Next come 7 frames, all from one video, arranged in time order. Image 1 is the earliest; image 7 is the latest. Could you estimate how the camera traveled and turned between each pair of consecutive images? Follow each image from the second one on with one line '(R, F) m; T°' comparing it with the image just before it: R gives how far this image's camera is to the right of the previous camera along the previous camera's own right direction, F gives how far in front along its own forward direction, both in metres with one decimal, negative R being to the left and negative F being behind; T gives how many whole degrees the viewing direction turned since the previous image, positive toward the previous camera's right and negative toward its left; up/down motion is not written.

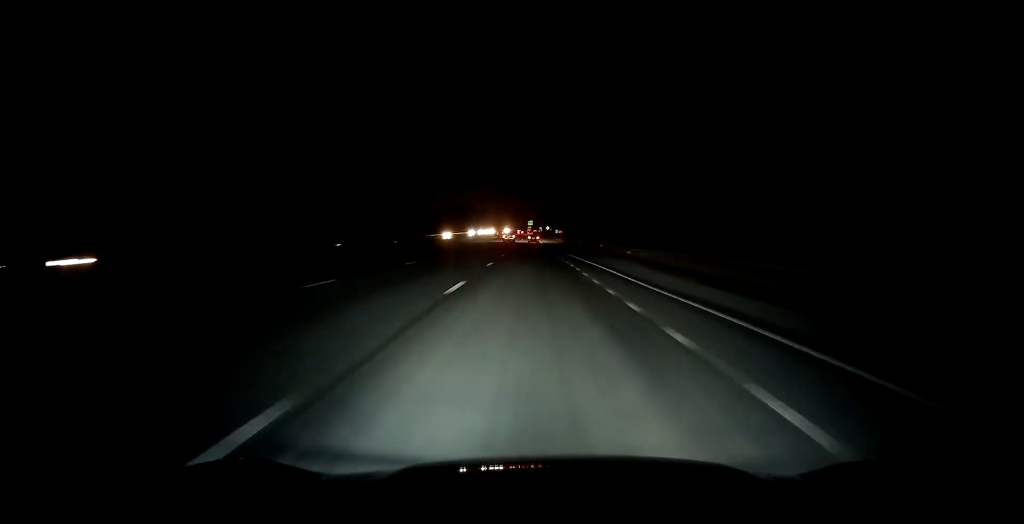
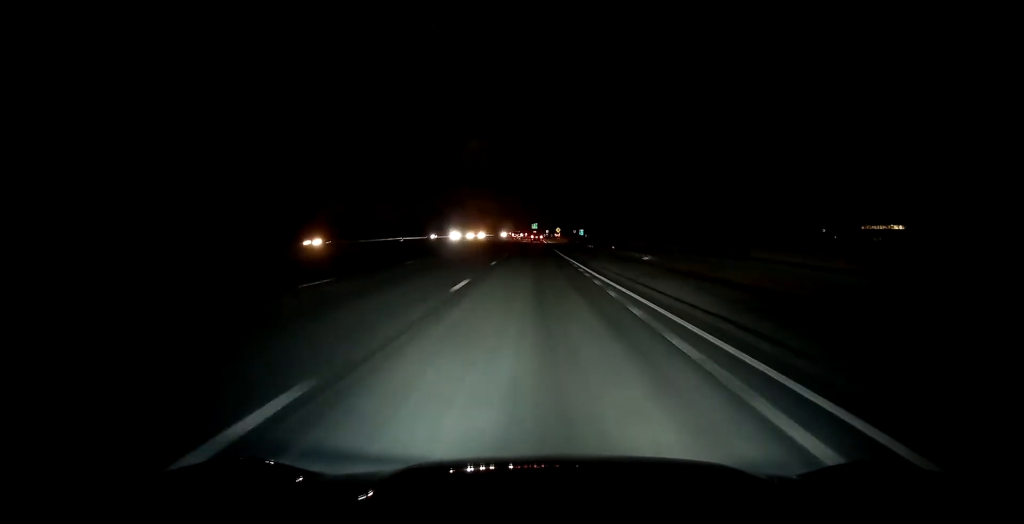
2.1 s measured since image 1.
(+0.3, +72.4) m; 0°
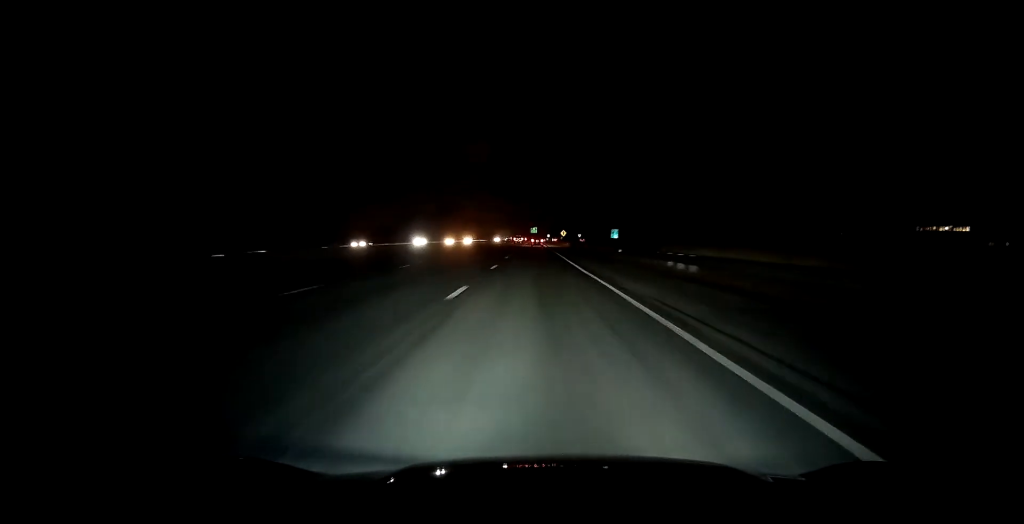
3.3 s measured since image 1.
(-0.2, +38.4) m; 0°
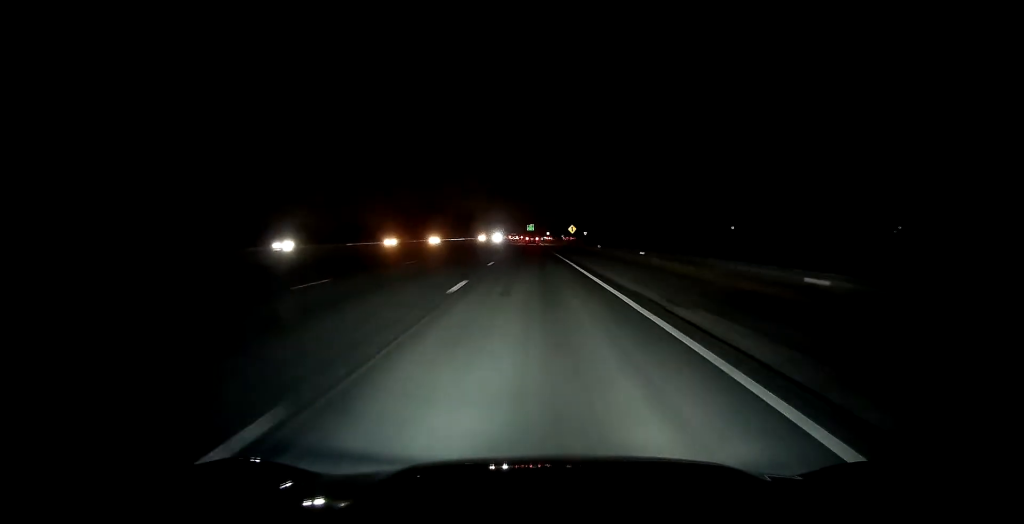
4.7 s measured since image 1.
(+0.4, +48.3) m; 0°
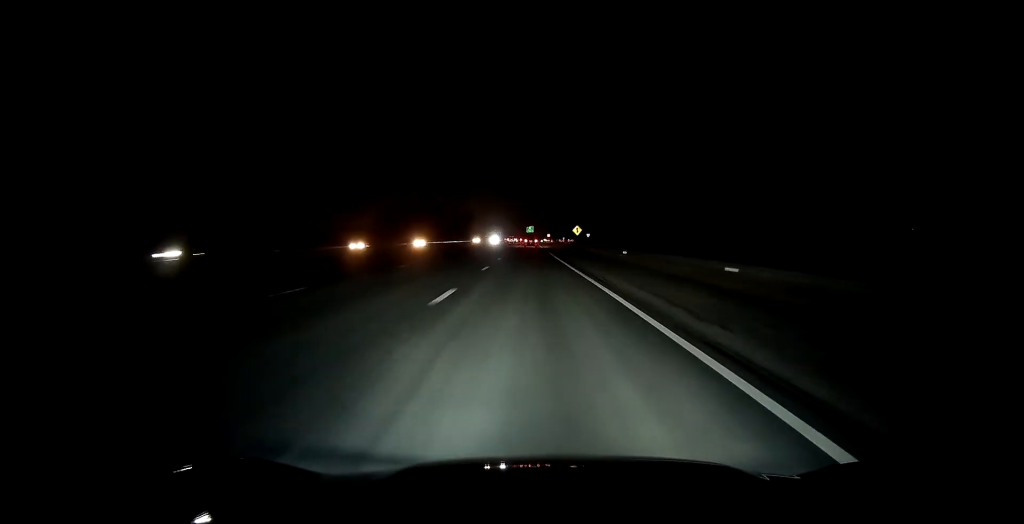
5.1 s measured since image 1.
(-0.3, +13.3) m; 0°
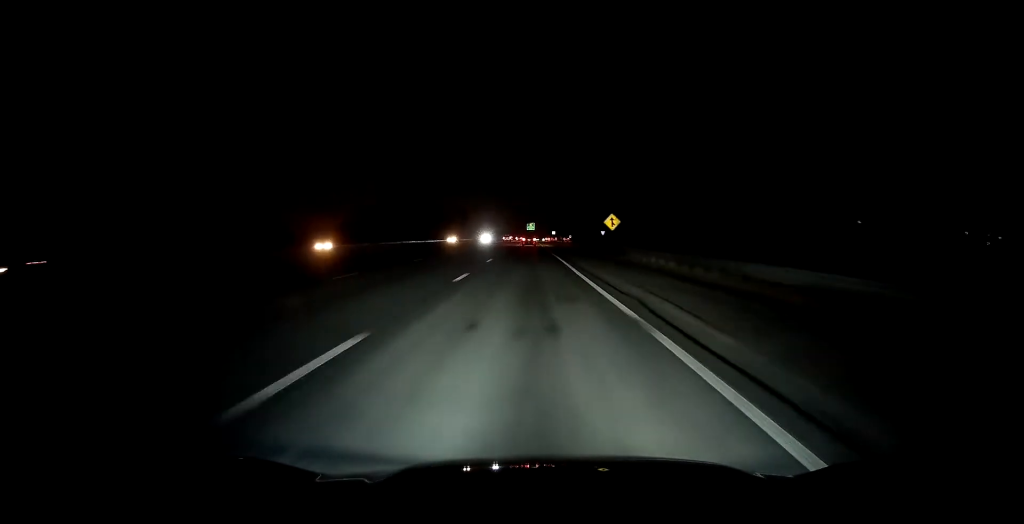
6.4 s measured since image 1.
(0.0, +42.7) m; 0°
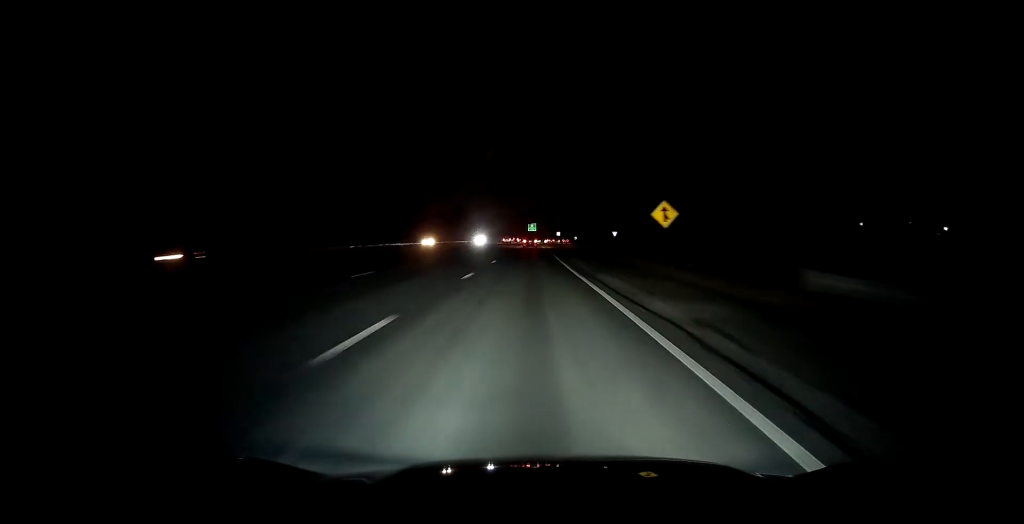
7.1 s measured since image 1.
(0.0, +23.6) m; 0°
